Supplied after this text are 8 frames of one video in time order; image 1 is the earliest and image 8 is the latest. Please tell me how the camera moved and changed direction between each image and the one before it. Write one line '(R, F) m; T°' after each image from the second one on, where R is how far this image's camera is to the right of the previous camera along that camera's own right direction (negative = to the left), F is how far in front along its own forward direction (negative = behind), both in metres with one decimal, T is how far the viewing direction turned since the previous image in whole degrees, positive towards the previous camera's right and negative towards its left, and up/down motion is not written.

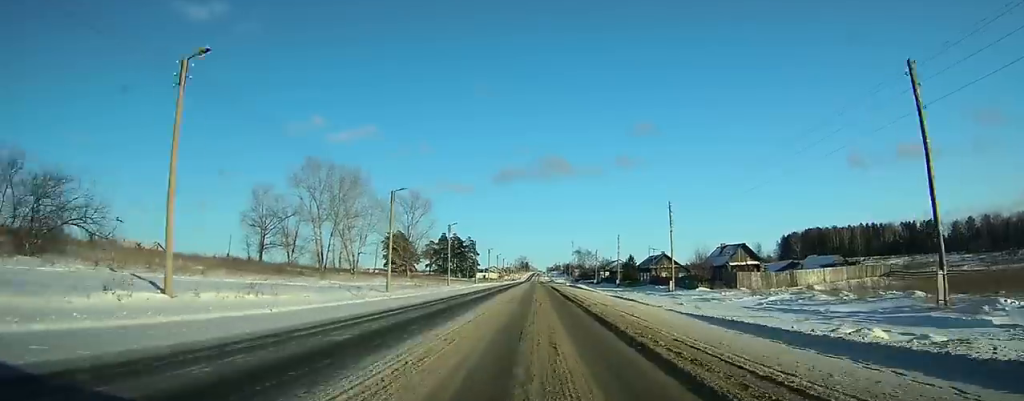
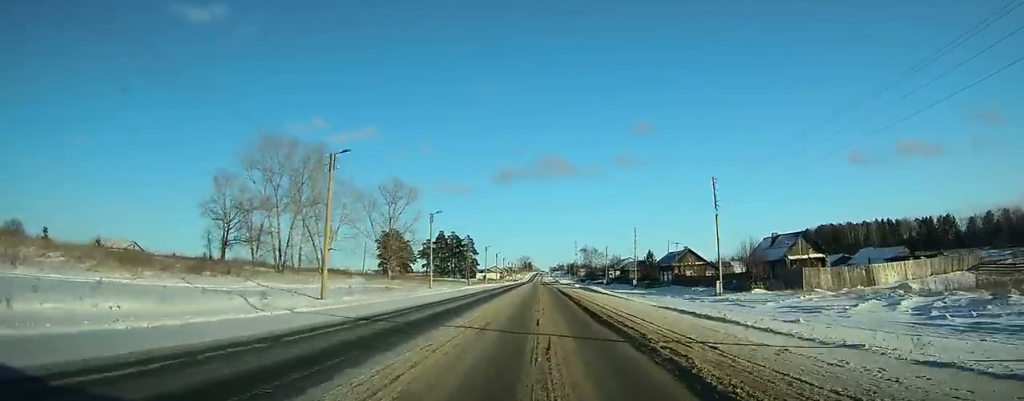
(-0.1, +14.5) m; 0°
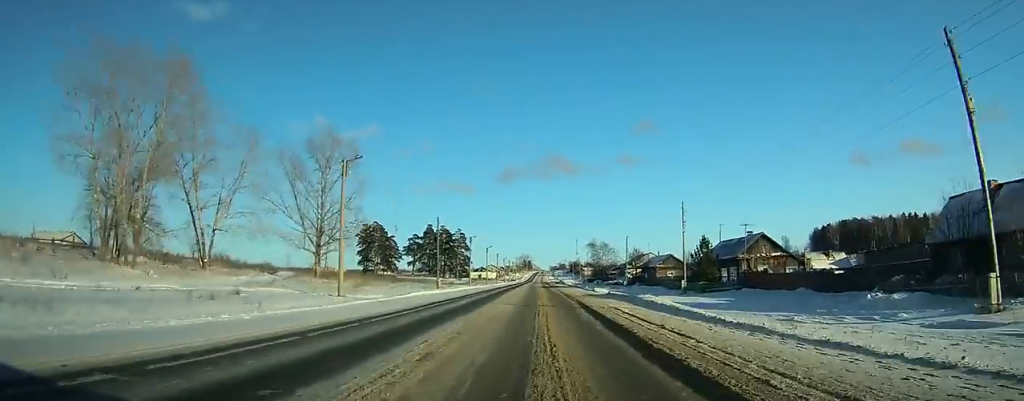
(+0.2, +28.3) m; 0°
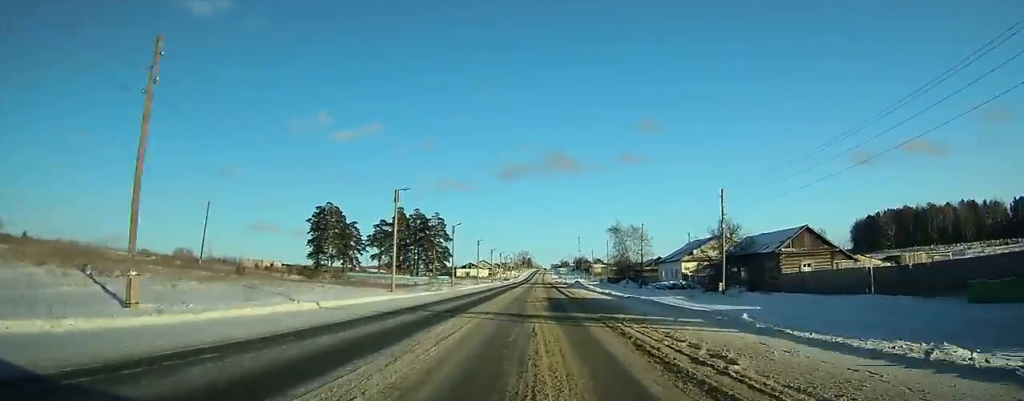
(-0.5, +50.5) m; -1°
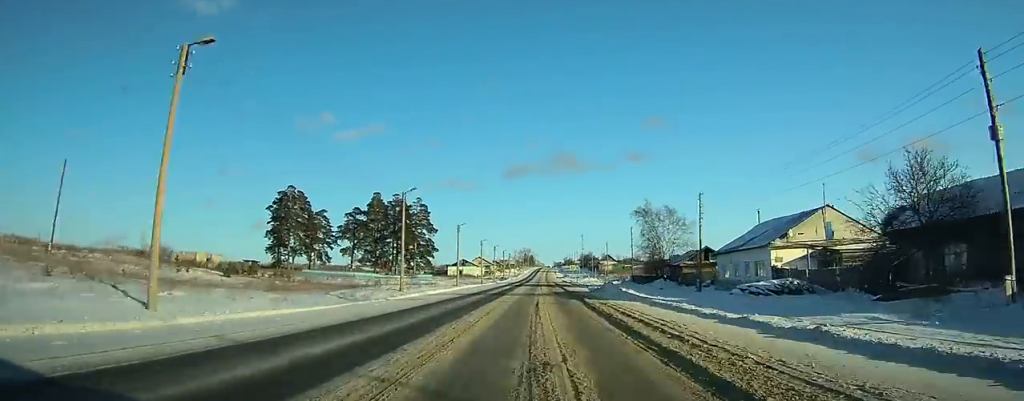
(-0.2, +30.0) m; -1°
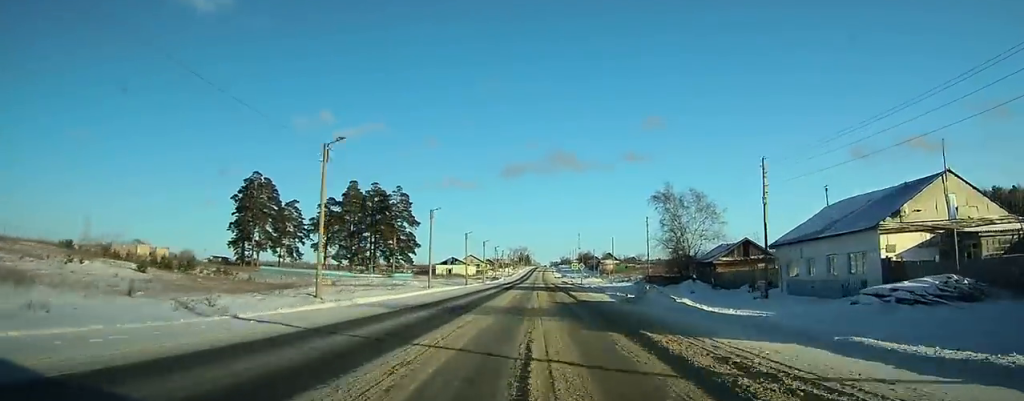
(-0.1, +17.2) m; 0°
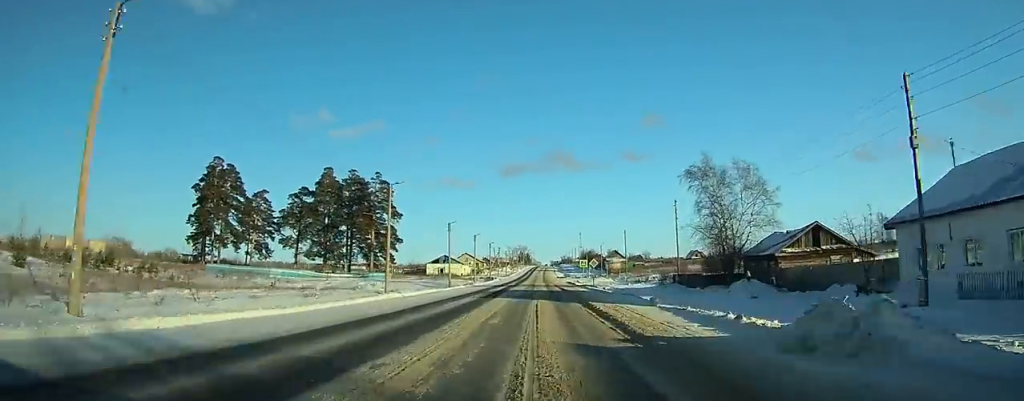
(0.0, +17.2) m; 0°
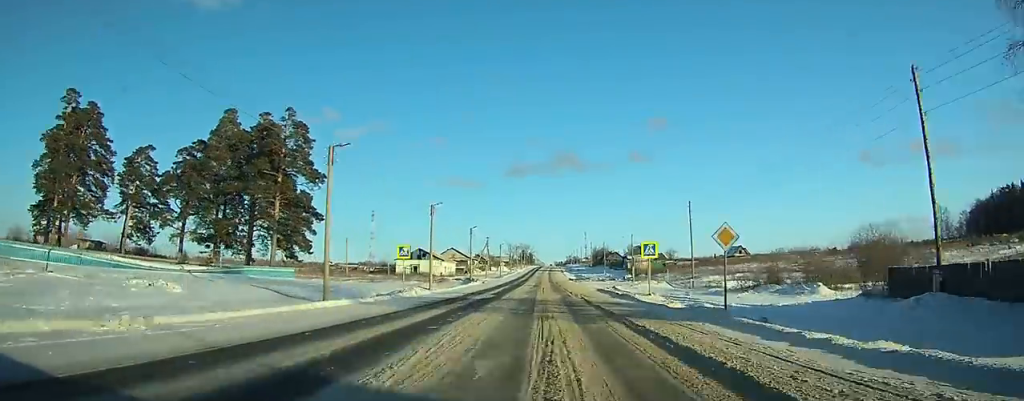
(+0.3, +43.2) m; +1°
